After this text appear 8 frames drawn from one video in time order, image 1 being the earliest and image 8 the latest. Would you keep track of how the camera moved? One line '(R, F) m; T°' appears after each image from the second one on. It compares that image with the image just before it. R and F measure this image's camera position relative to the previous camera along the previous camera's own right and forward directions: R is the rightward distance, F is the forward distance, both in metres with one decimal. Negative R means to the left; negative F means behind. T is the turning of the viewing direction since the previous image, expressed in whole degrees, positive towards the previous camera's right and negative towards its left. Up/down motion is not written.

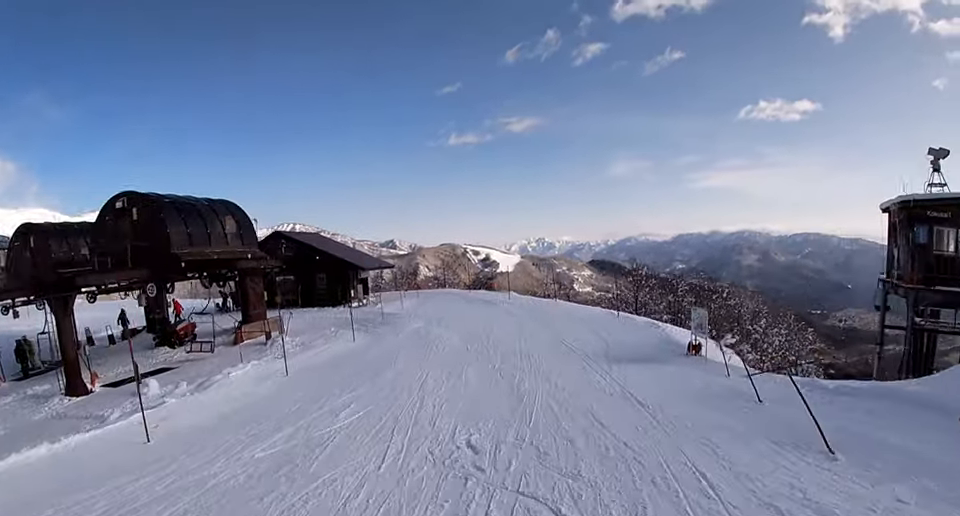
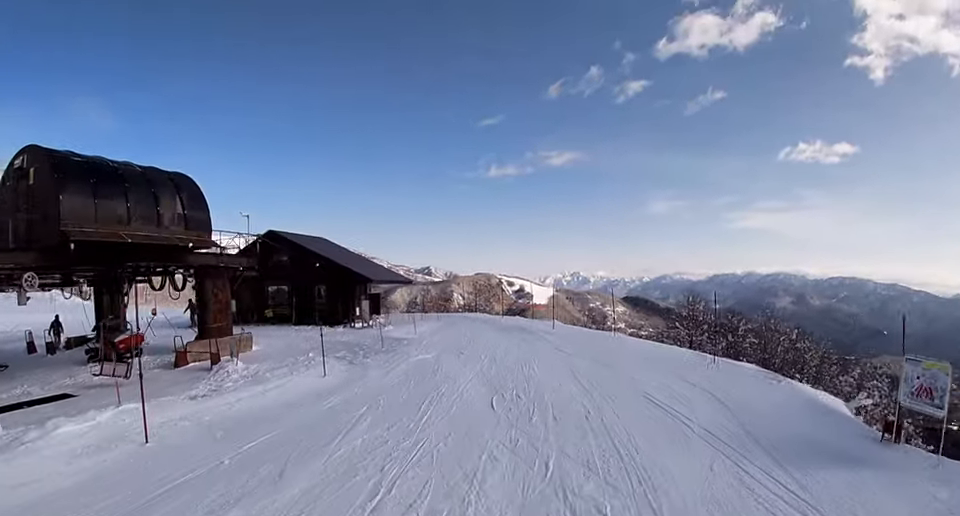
(+0.4, +6.2) m; +1°
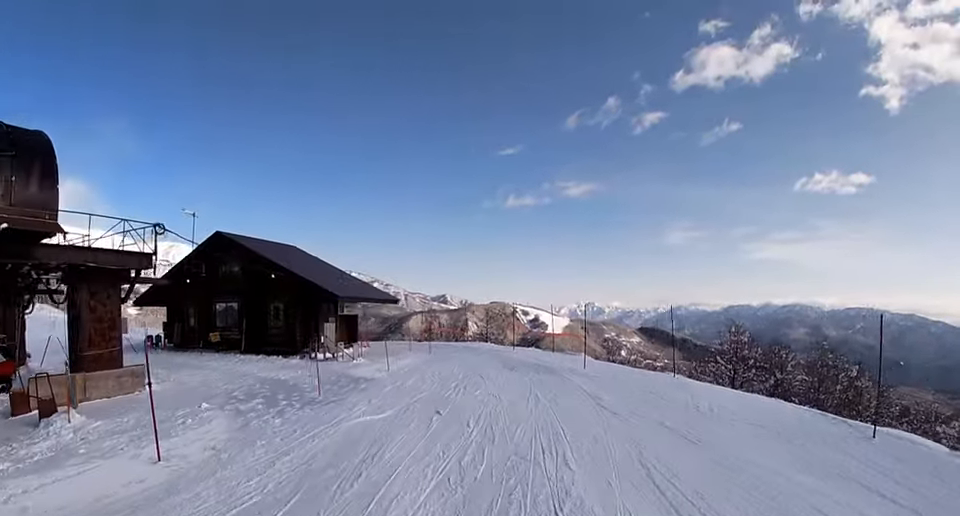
(-0.1, +5.9) m; -2°
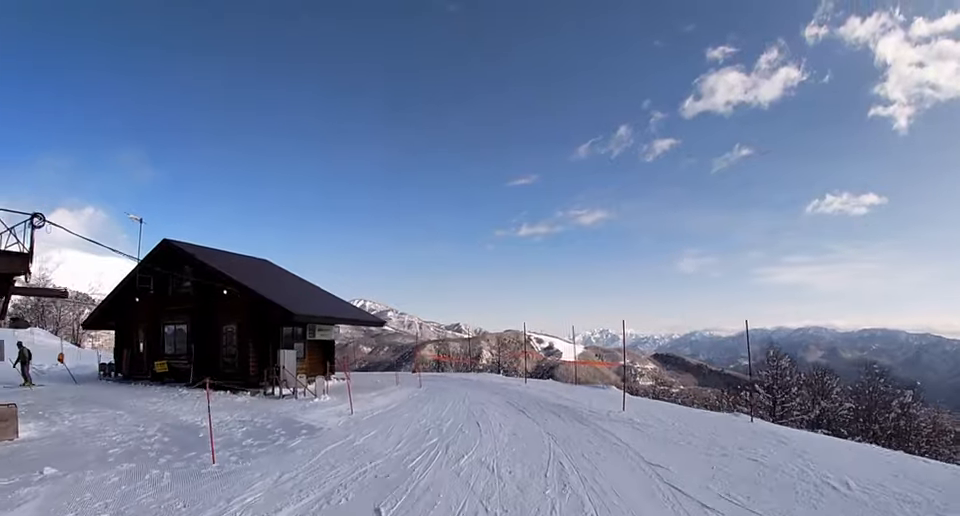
(-0.3, +3.8) m; -2°
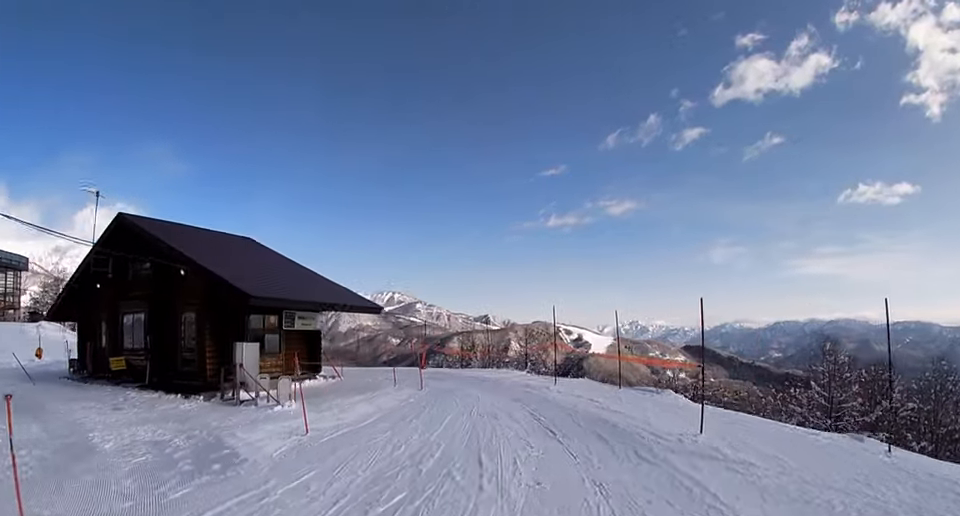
(+0.2, +2.8) m; -6°
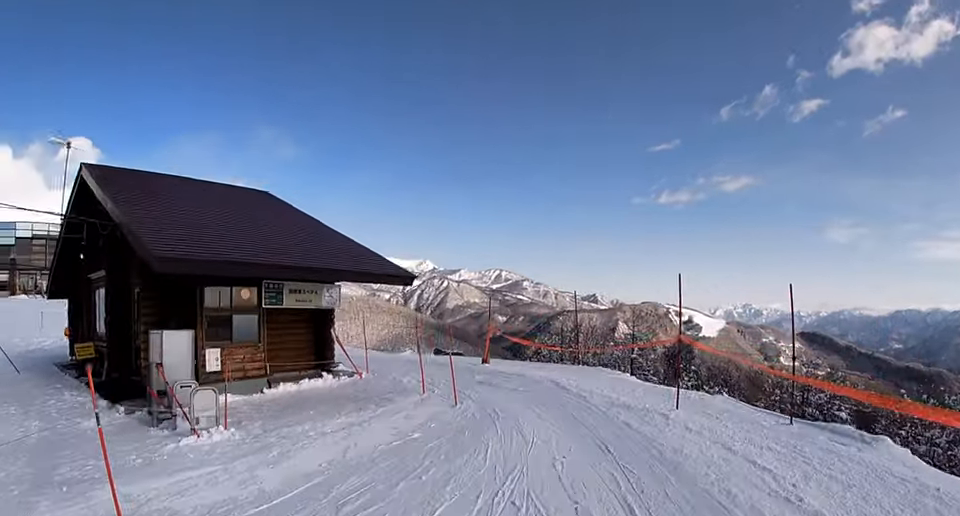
(-0.2, +4.2) m; -12°
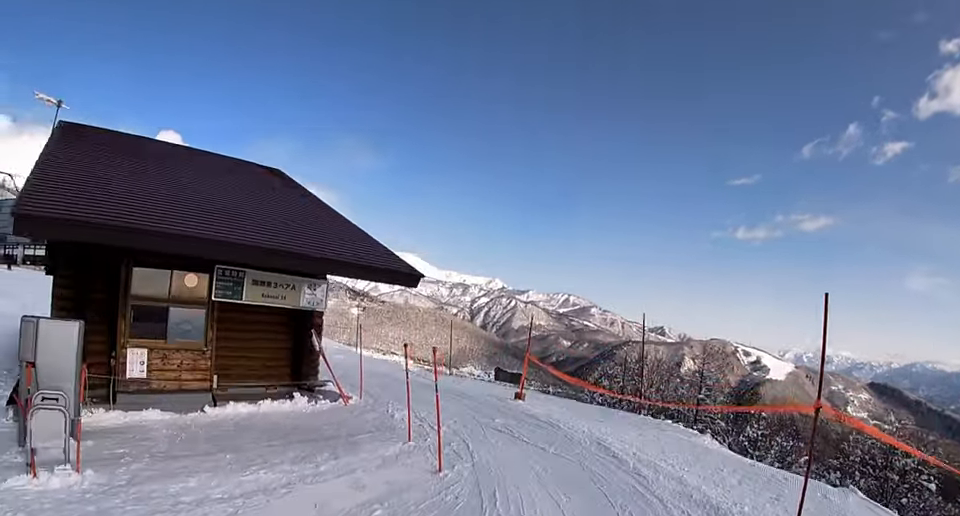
(-0.5, +2.8) m; -11°
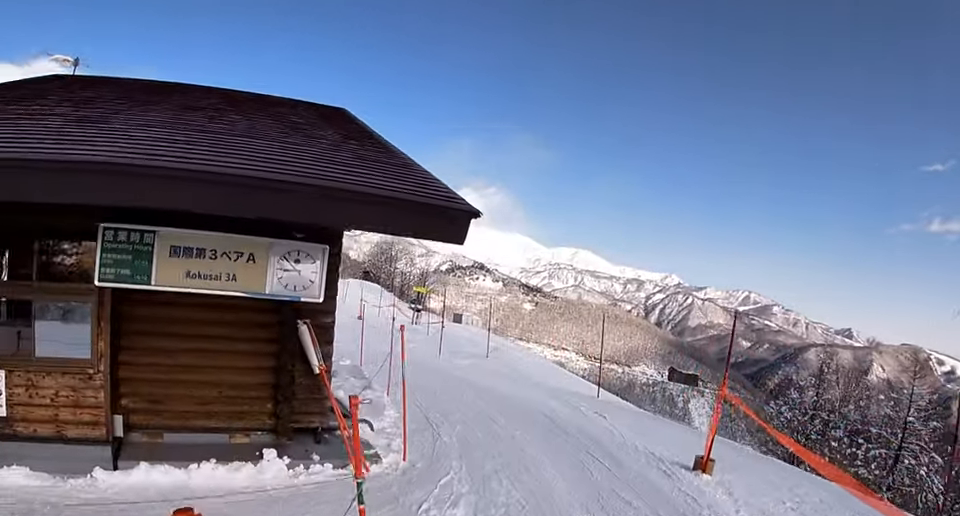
(-0.4, +4.3) m; -19°
